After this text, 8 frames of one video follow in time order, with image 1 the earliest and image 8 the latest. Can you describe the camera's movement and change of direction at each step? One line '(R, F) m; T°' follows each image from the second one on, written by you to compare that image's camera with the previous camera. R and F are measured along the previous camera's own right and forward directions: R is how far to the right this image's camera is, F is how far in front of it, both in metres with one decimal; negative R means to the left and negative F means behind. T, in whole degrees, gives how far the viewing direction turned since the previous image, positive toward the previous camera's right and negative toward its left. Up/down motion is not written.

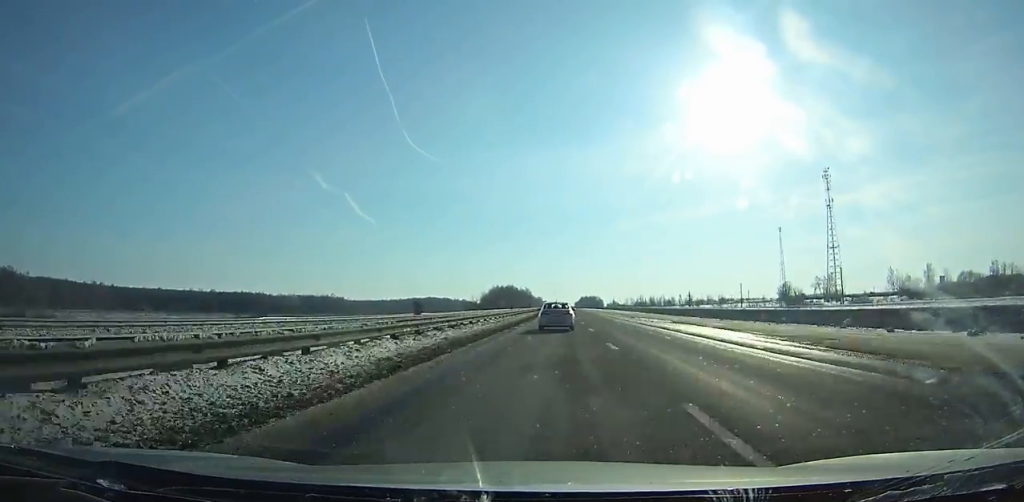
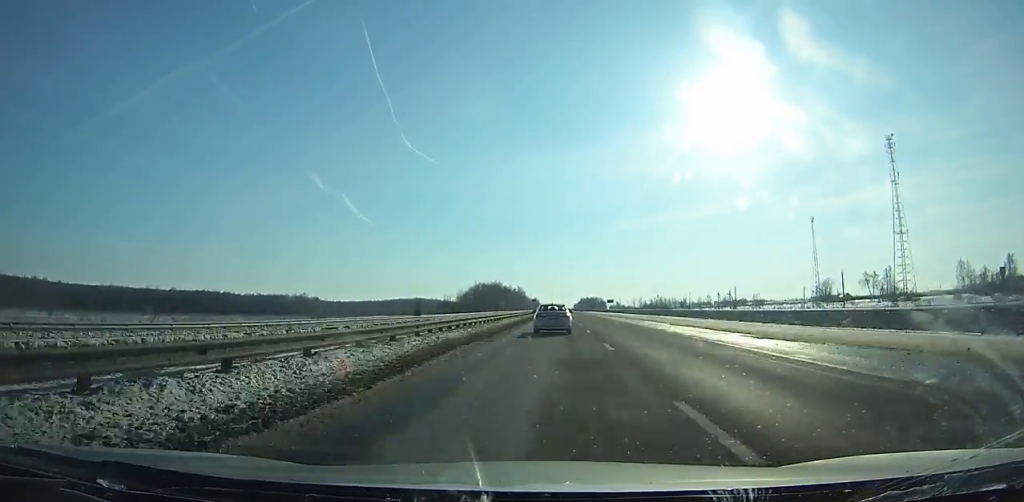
(-0.1, +71.1) m; 0°
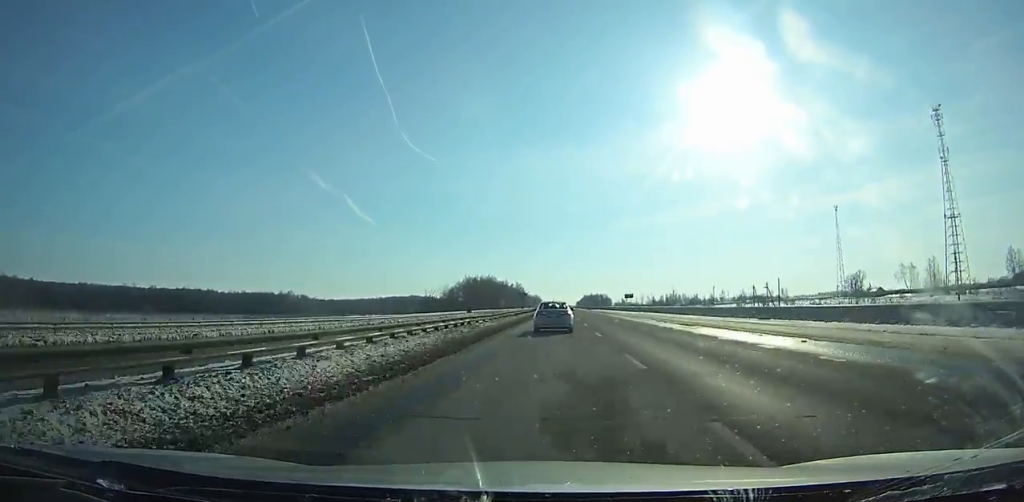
(-0.2, +38.5) m; 0°
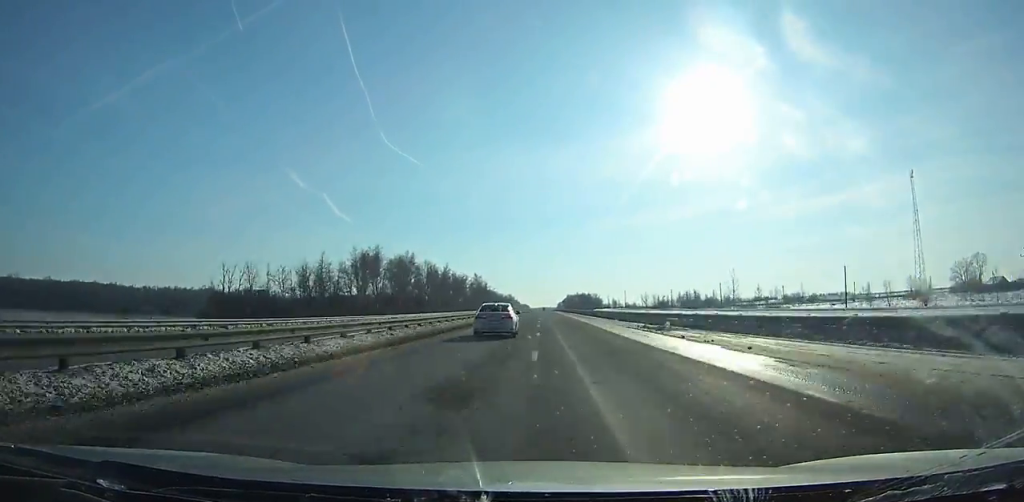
(+1.0, +116.0) m; 0°
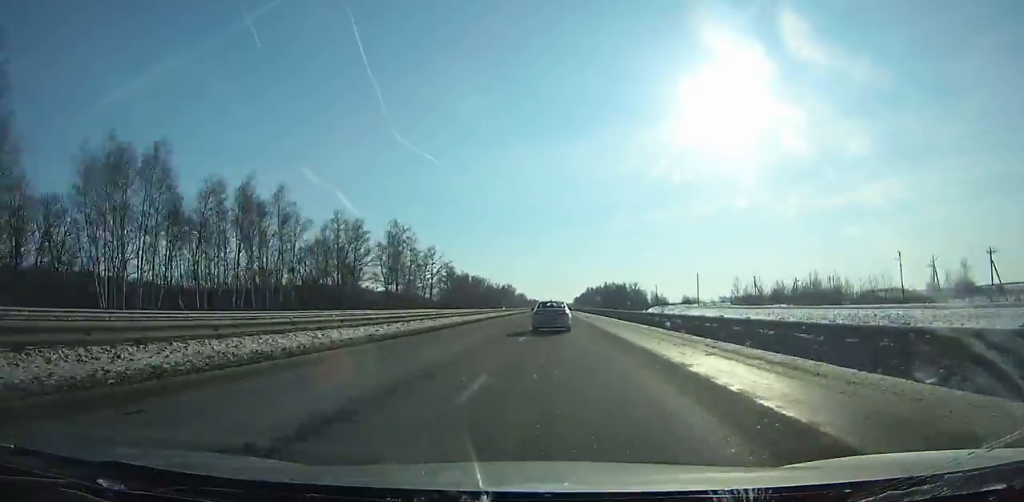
(-1.1, +160.3) m; -1°
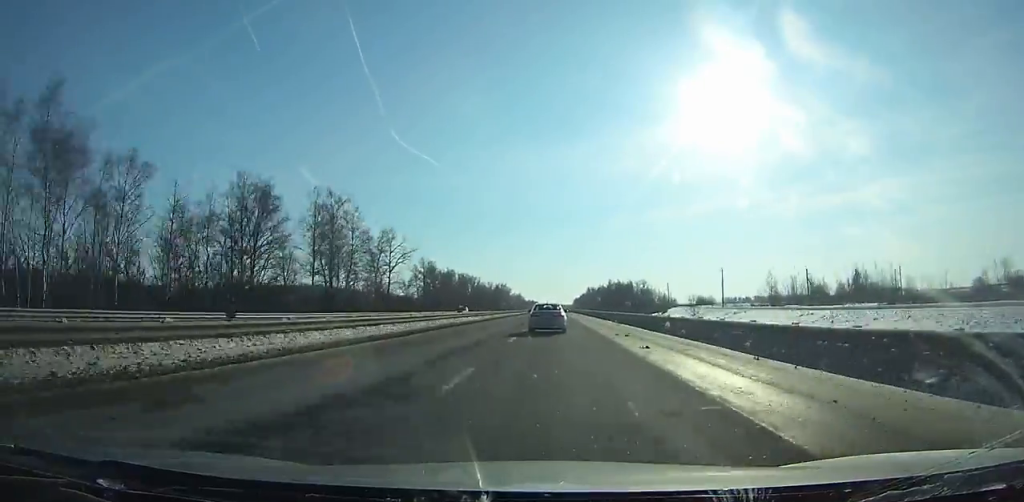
(0.0, +36.0) m; 0°
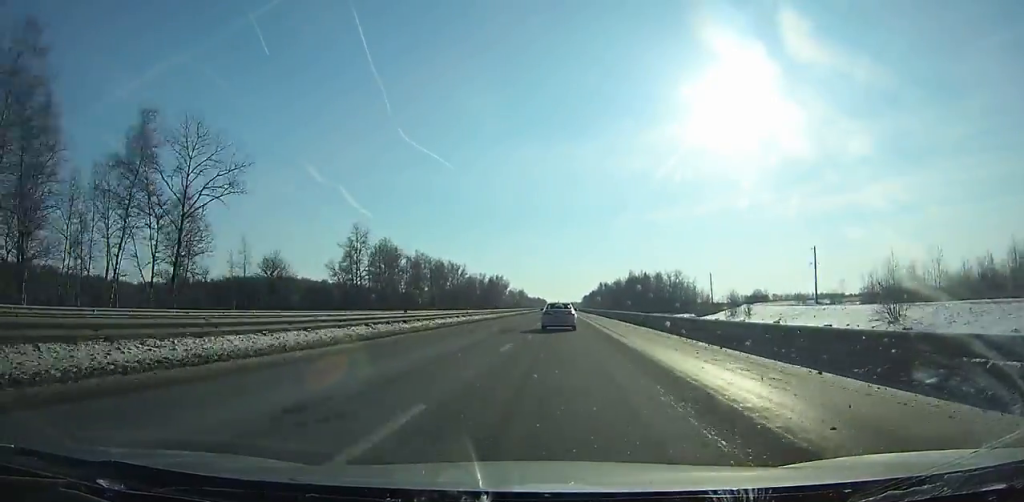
(-0.1, +63.9) m; 0°
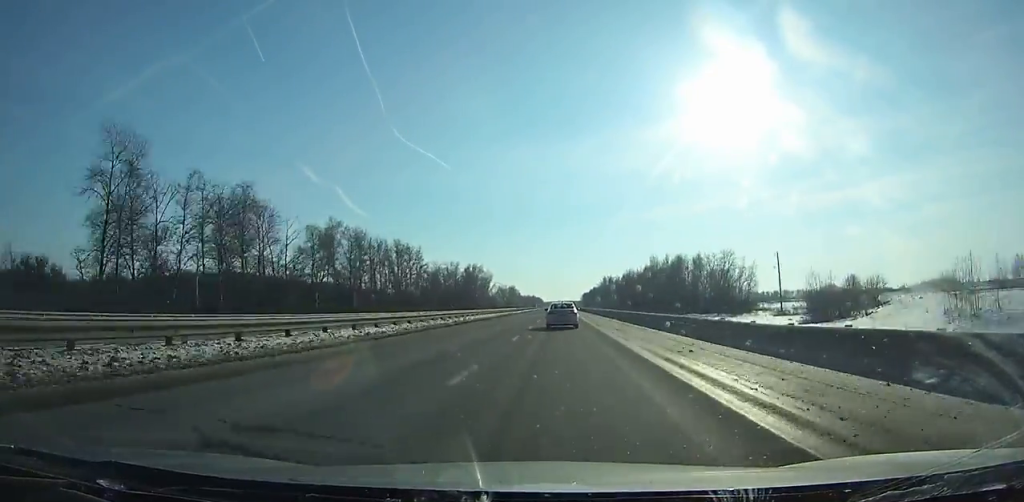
(0.0, +67.3) m; 0°
